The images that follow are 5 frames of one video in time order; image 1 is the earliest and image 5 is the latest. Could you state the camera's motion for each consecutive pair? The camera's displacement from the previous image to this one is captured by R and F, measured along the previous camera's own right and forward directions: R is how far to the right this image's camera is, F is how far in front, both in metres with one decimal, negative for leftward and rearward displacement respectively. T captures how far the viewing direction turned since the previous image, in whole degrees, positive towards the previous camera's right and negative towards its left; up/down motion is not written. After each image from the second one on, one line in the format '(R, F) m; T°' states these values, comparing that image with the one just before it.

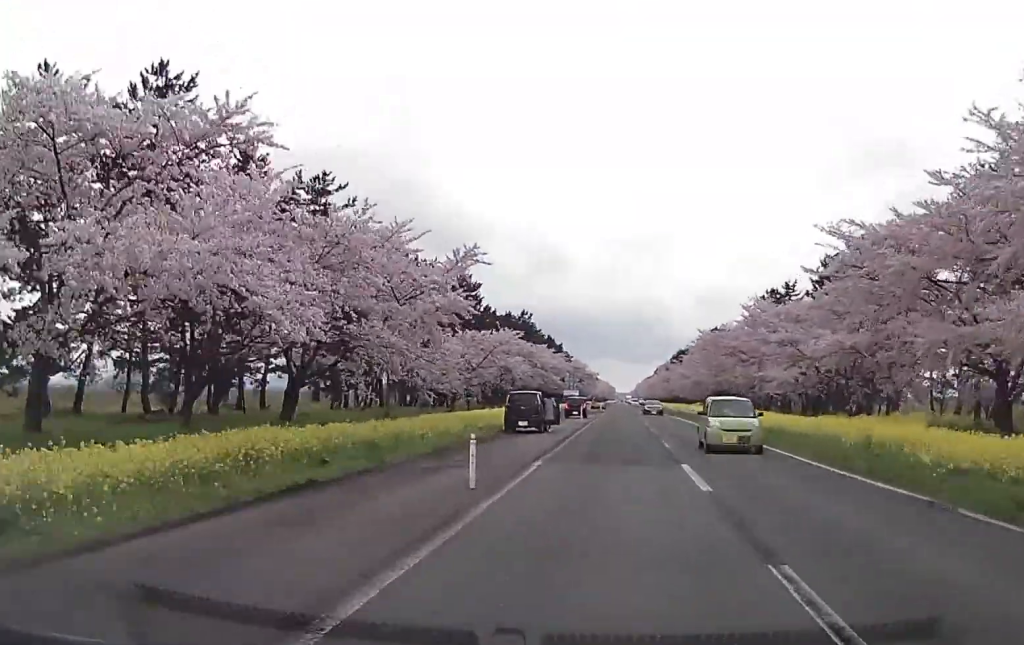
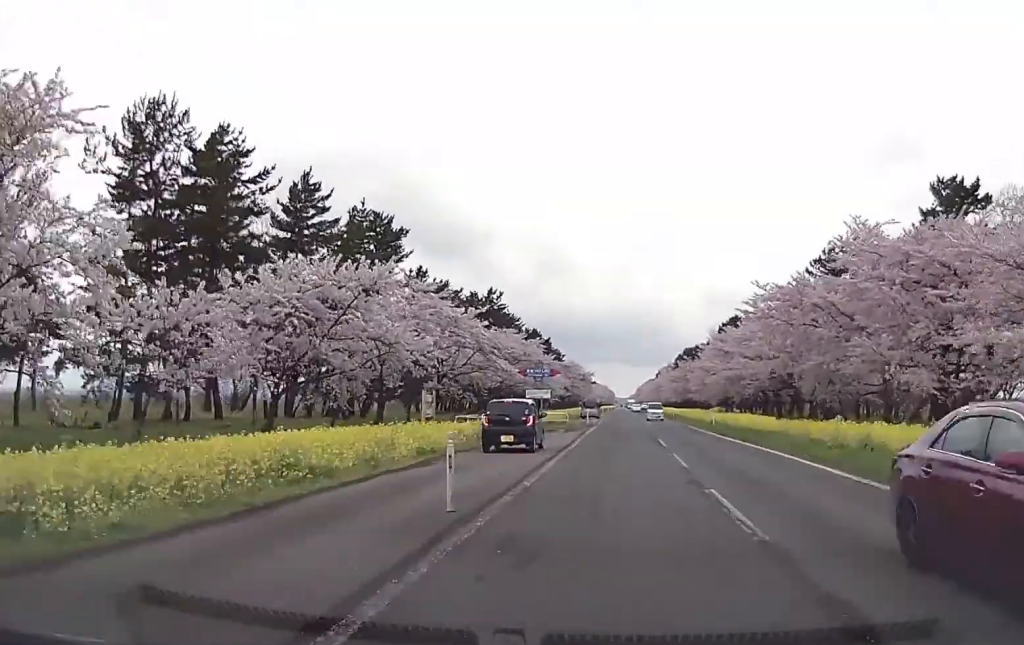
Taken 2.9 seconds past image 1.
(0.0, +34.8) m; 0°
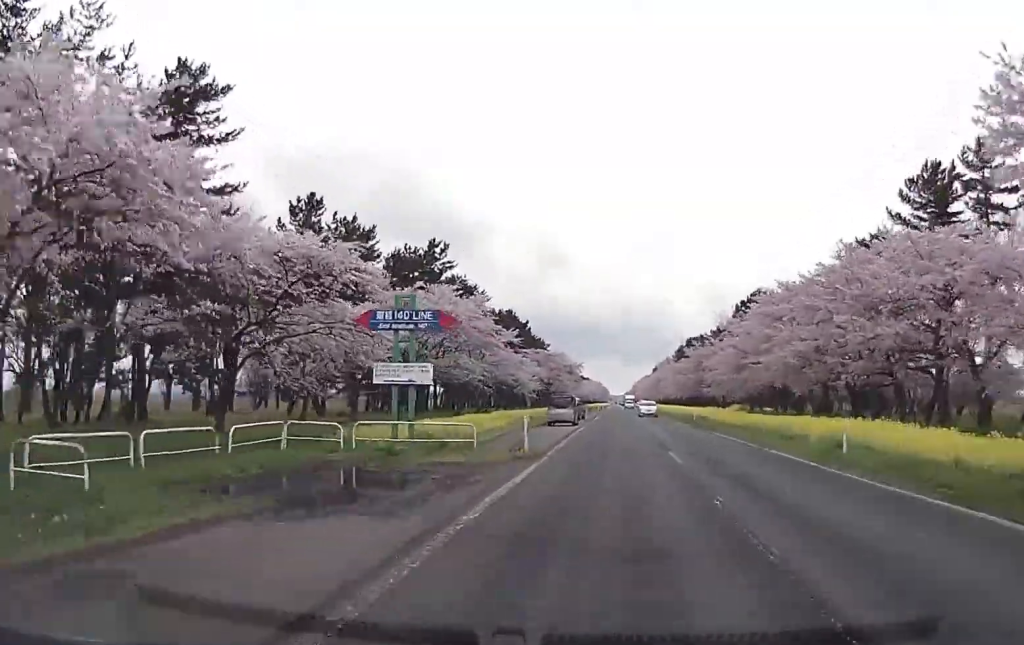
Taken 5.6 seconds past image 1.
(-0.3, +31.1) m; -2°
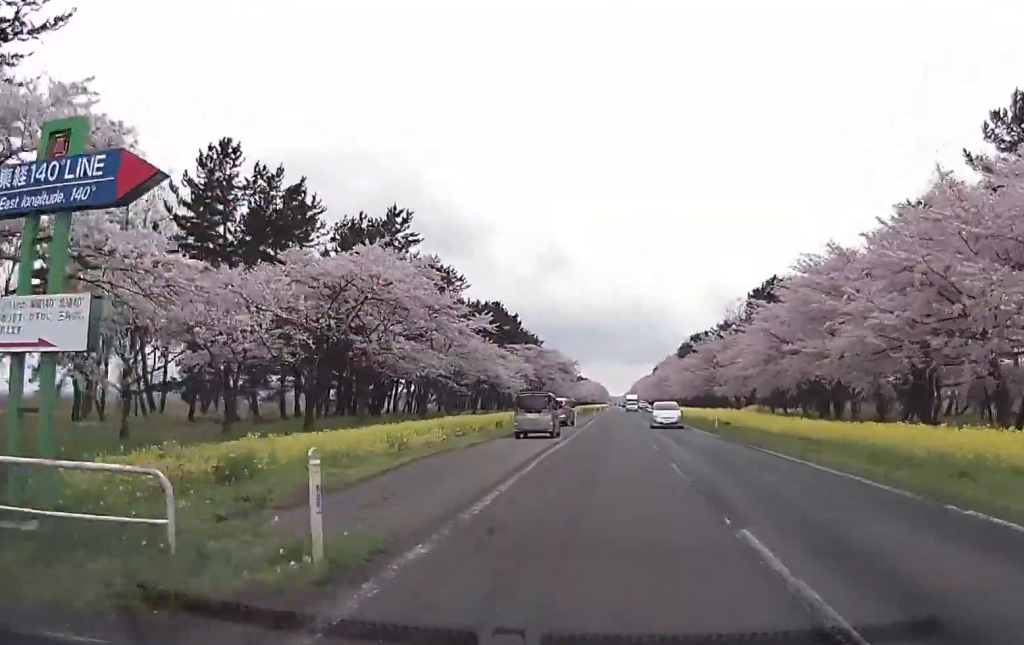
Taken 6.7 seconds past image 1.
(-0.2, +13.9) m; 0°
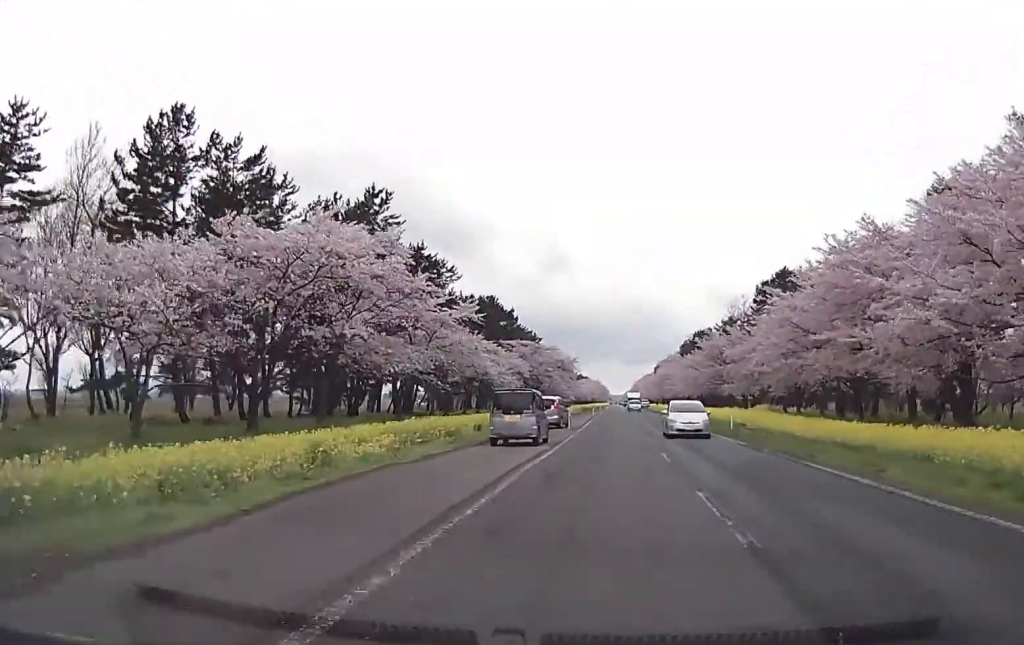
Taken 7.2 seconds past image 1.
(0.0, +6.0) m; +1°
